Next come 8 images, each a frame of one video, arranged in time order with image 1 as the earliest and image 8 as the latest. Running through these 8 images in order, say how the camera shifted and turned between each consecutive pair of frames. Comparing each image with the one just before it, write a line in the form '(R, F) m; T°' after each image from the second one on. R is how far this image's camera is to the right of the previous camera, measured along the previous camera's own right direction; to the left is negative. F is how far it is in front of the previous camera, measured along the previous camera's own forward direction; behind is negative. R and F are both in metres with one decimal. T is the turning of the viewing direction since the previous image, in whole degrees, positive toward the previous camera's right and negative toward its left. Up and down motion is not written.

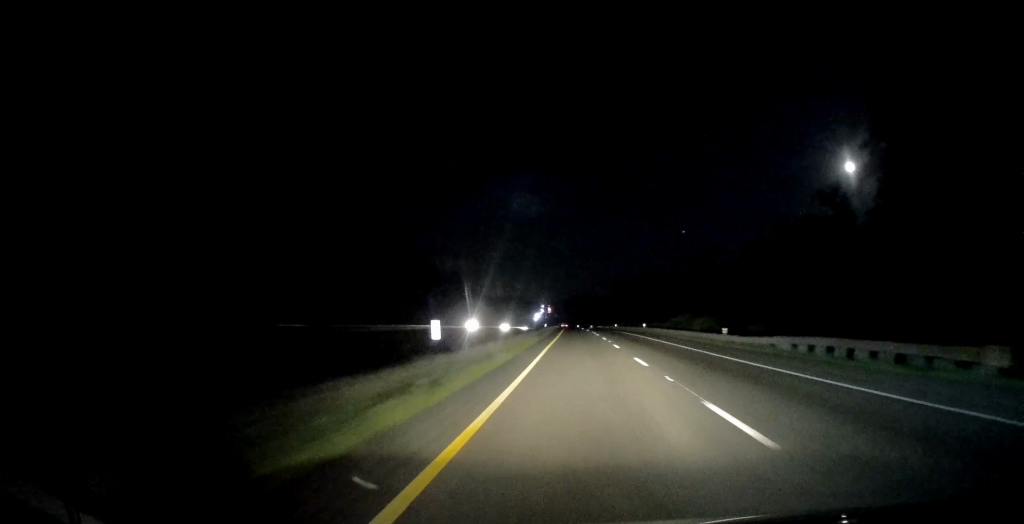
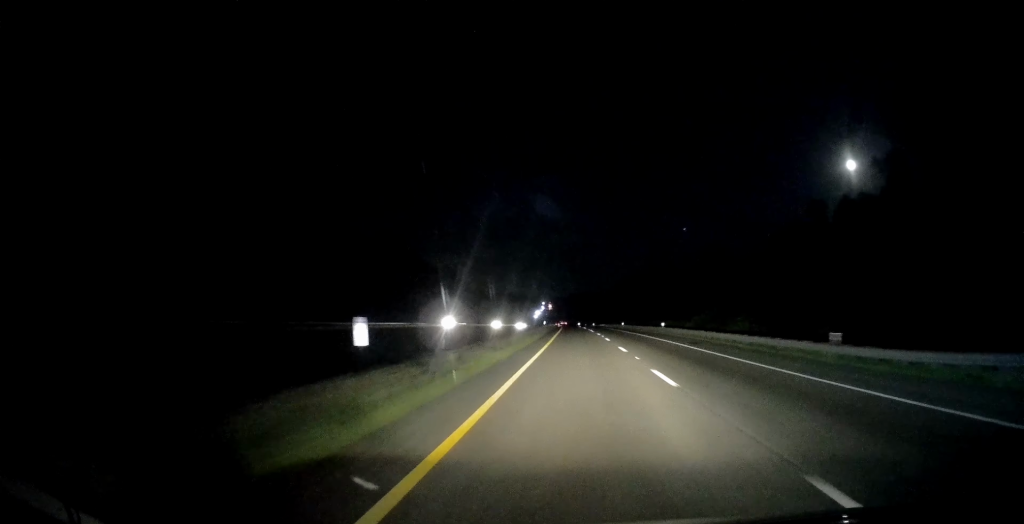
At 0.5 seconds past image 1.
(0.0, +17.2) m; 0°
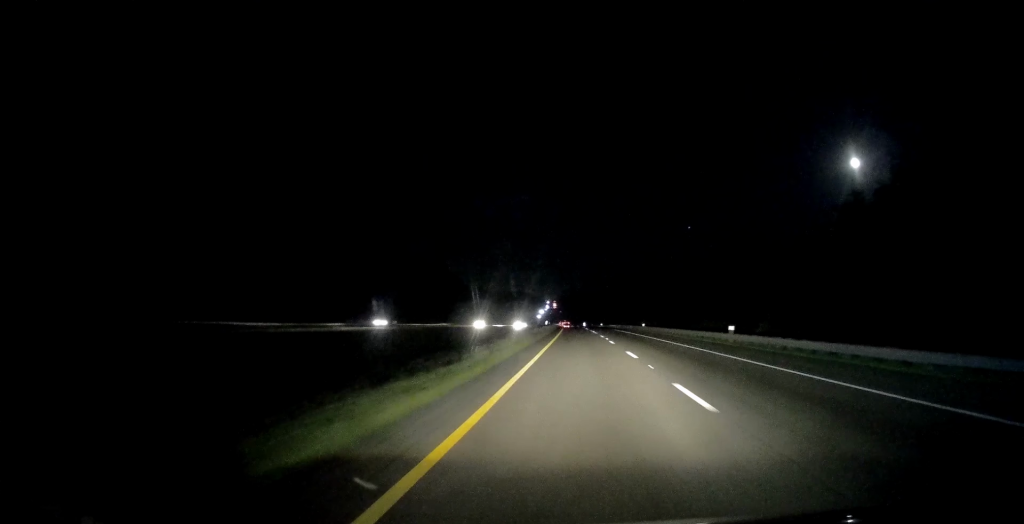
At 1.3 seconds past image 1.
(+0.1, +29.1) m; 0°
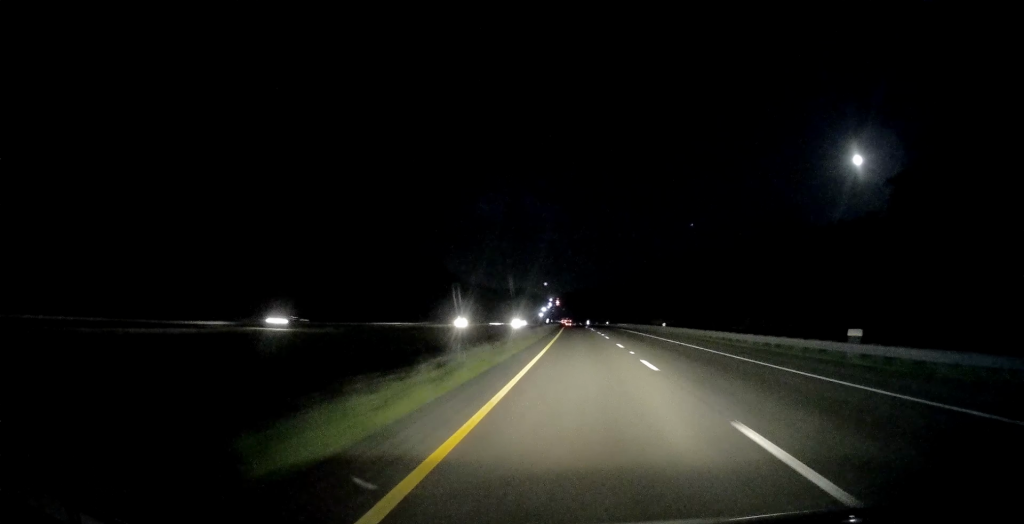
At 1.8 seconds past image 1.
(0.0, +17.6) m; 0°
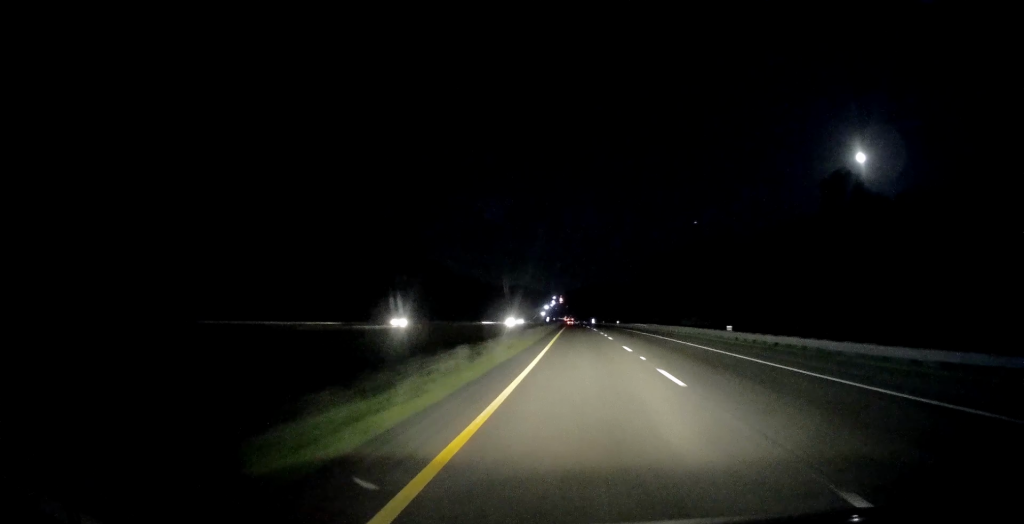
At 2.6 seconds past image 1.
(0.0, +28.1) m; 0°
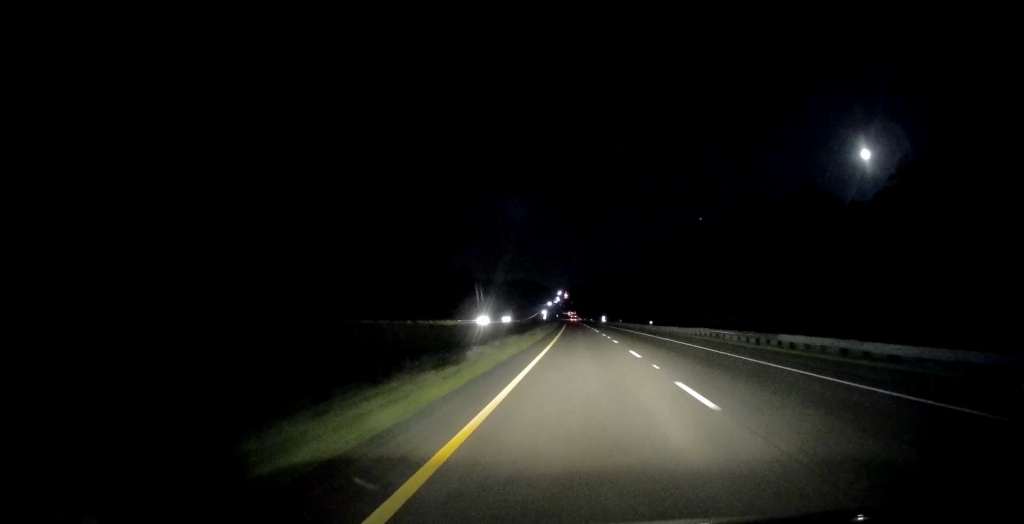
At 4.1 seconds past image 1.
(-0.6, +52.5) m; -1°
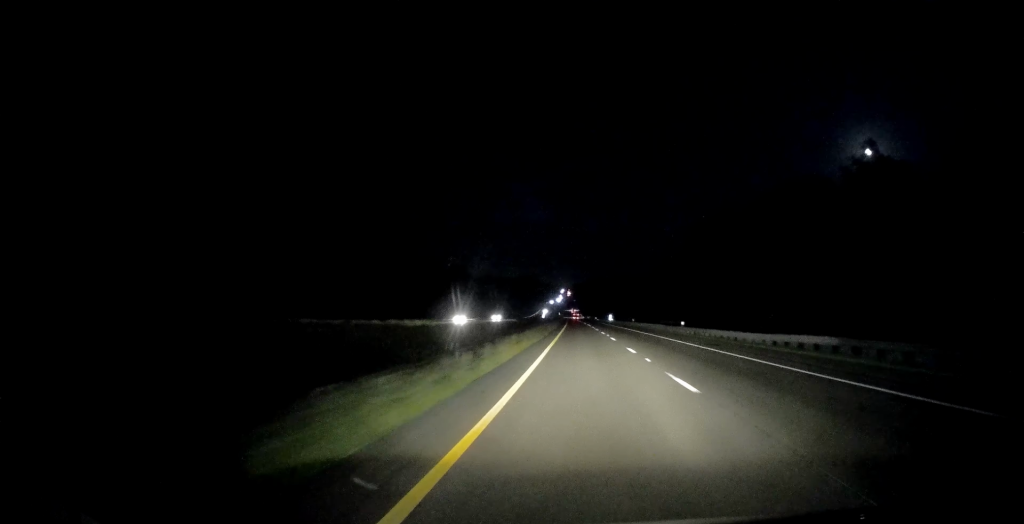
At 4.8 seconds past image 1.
(-0.1, +21.9) m; 0°
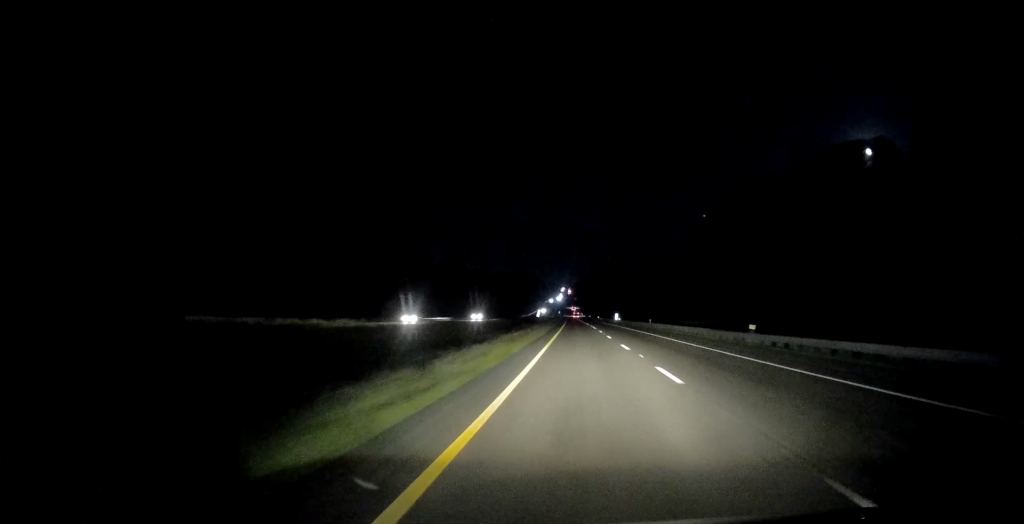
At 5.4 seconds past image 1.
(-0.1, +22.9) m; 0°
